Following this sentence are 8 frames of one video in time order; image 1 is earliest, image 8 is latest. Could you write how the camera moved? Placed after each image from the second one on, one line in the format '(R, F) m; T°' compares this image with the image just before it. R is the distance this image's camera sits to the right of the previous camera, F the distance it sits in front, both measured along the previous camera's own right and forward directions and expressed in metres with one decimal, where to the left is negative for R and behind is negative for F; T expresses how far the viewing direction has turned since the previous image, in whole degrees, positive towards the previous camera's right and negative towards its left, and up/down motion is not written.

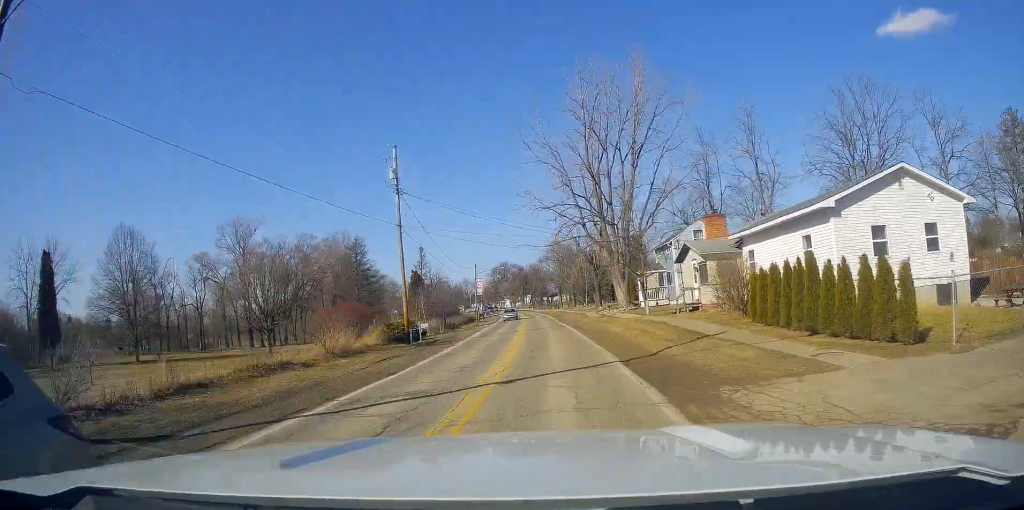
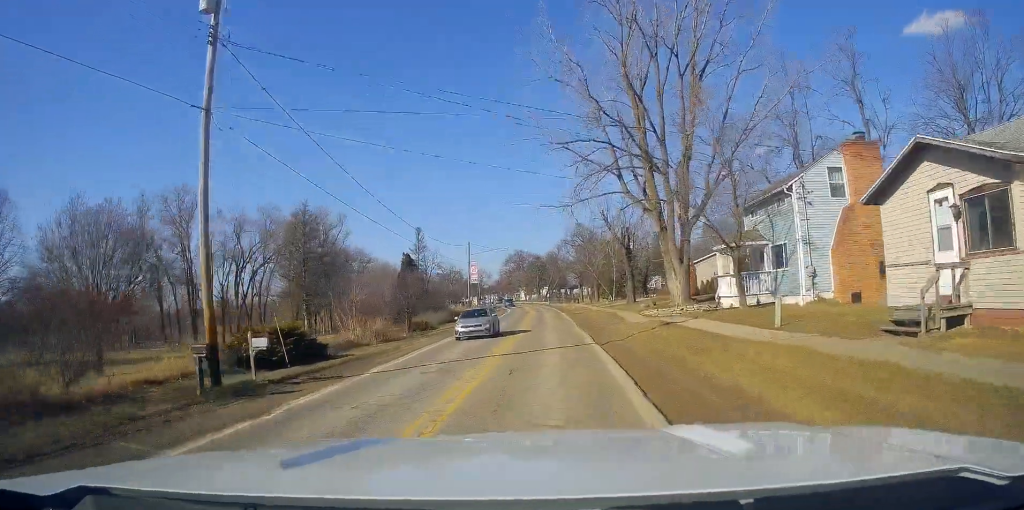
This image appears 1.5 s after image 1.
(-0.4, +21.6) m; -3°
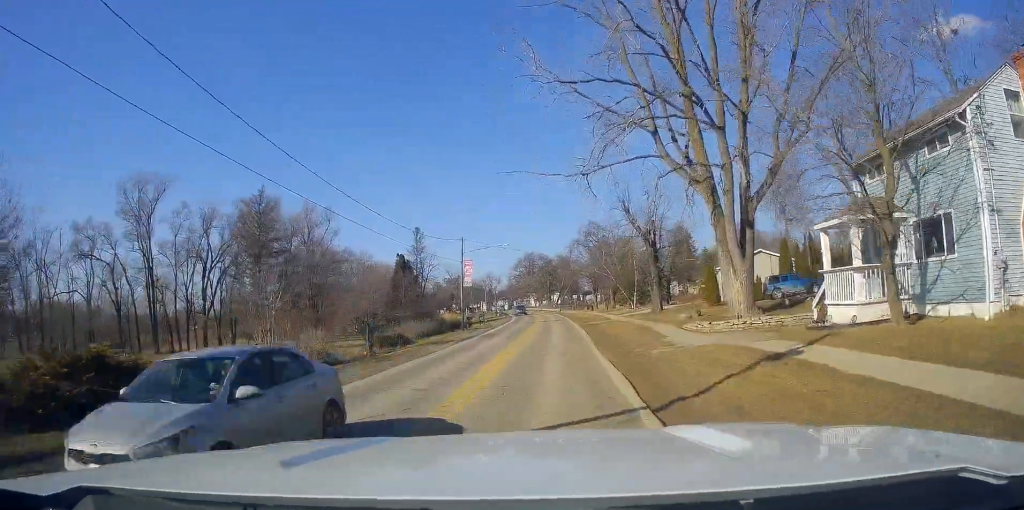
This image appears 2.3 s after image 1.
(-0.1, +10.4) m; 0°
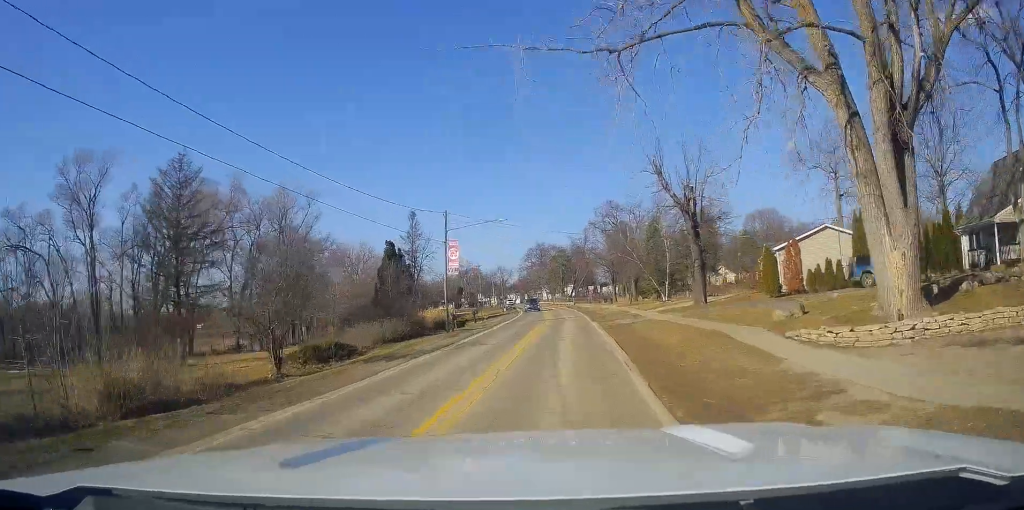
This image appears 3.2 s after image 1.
(+0.1, +11.0) m; 0°
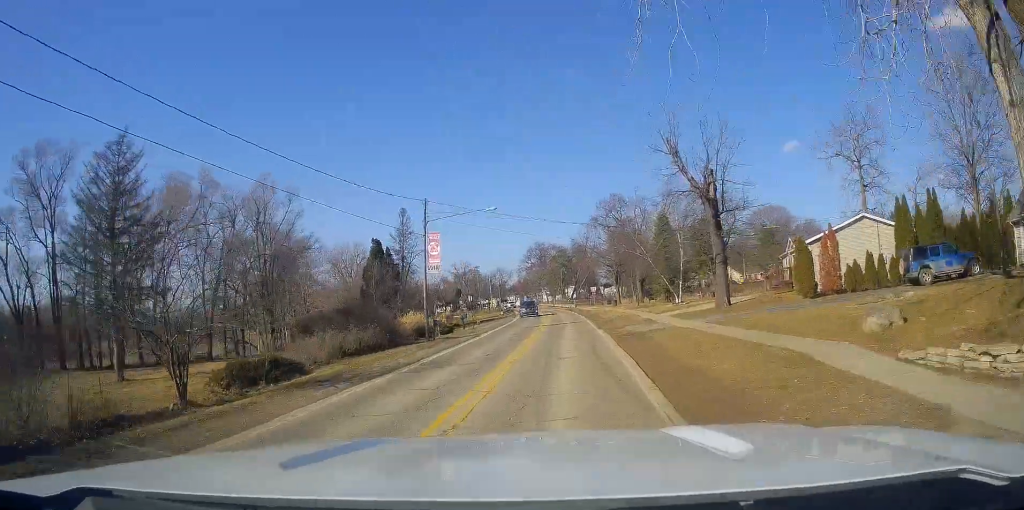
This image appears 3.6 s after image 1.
(0.0, +5.3) m; -1°
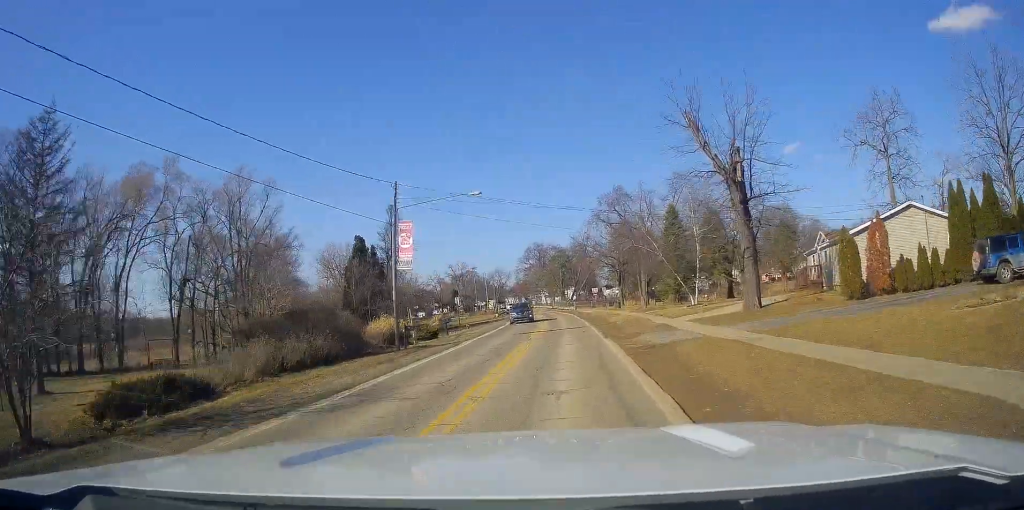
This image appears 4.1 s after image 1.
(0.0, +5.6) m; -1°
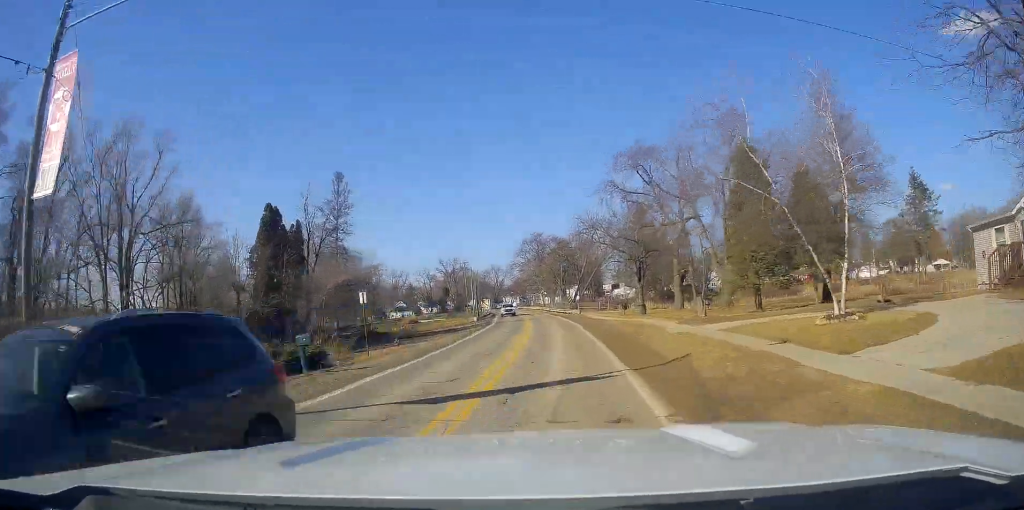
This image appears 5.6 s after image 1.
(-0.3, +21.5) m; -1°
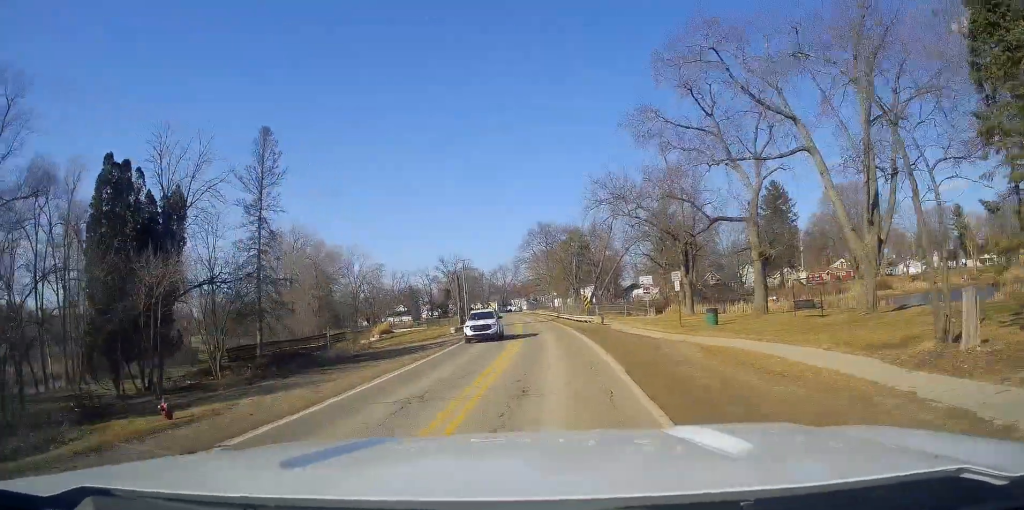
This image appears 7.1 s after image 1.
(0.0, +18.7) m; -1°
